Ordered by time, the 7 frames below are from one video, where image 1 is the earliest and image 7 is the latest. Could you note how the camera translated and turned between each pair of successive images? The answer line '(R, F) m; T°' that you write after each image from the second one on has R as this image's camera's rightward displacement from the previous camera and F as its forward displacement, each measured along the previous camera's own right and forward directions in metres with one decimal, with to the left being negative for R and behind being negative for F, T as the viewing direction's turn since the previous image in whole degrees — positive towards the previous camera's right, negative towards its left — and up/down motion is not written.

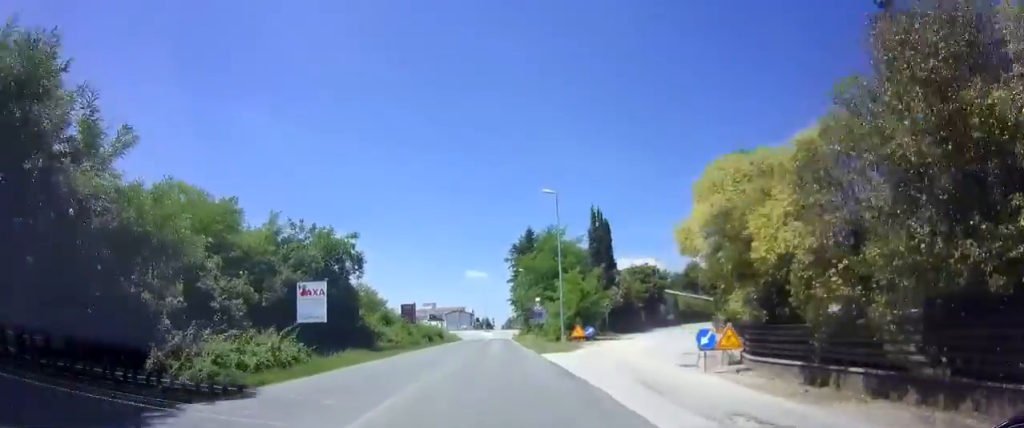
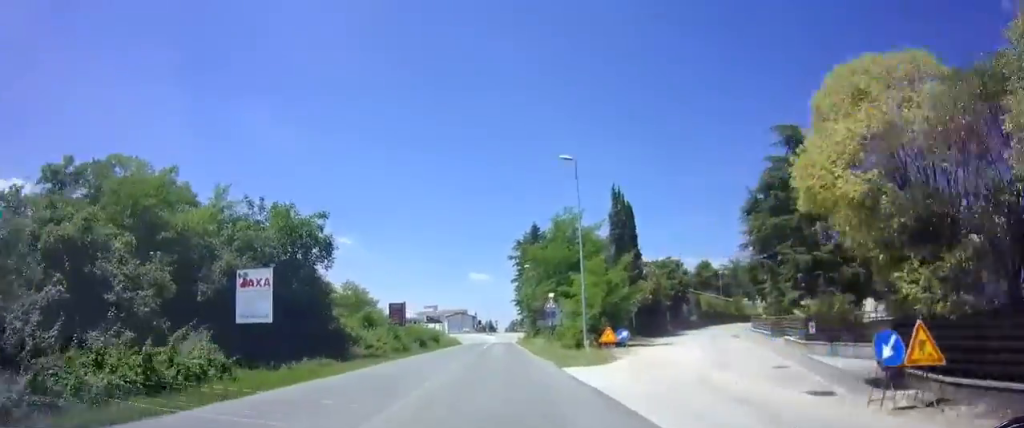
(+0.1, +8.2) m; 0°
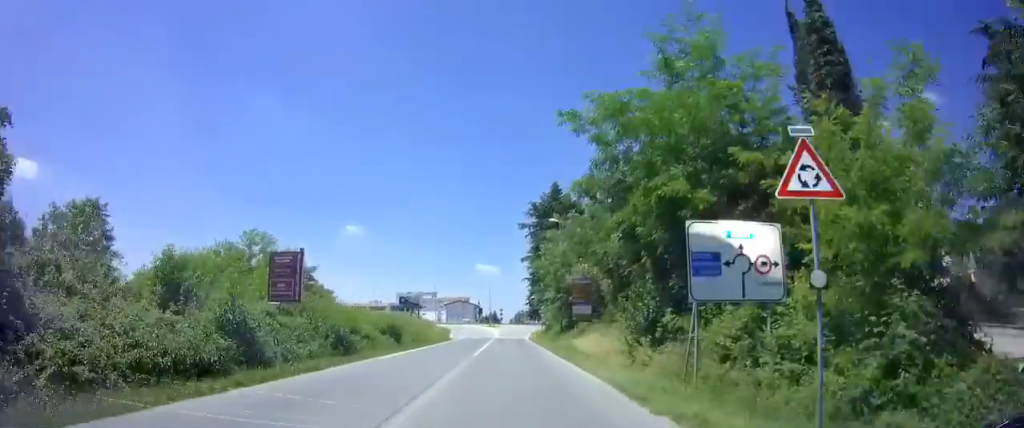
(-0.3, +25.4) m; 0°
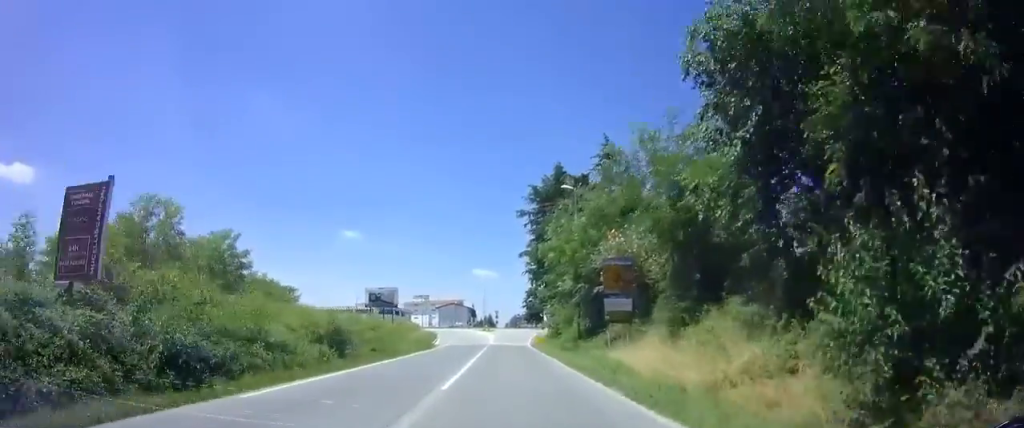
(+0.1, +12.1) m; +1°
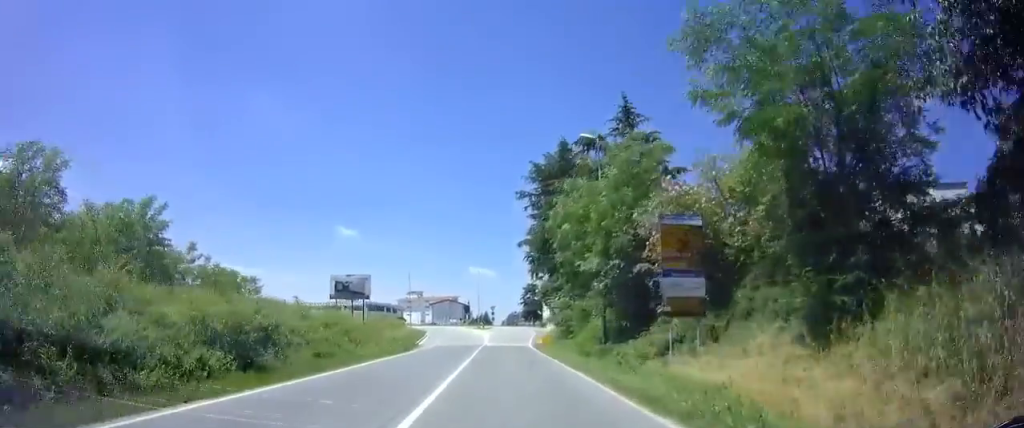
(0.0, +8.6) m; 0°
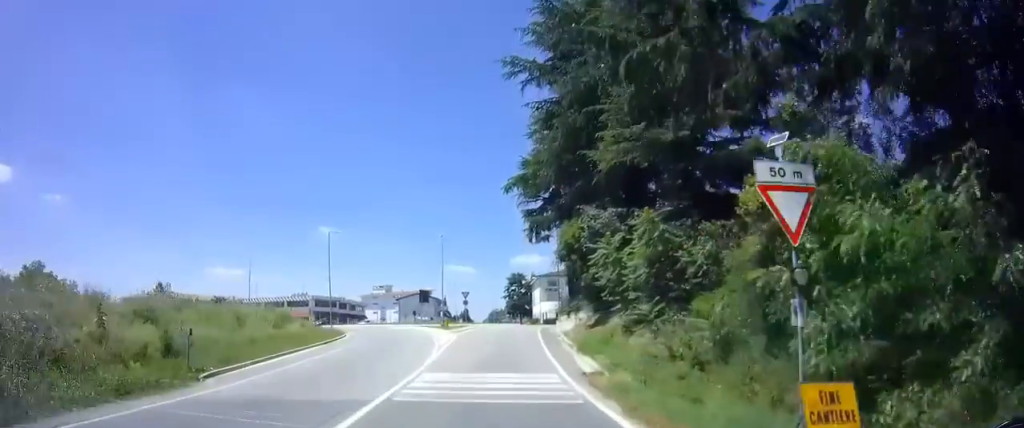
(+0.1, +30.2) m; +1°
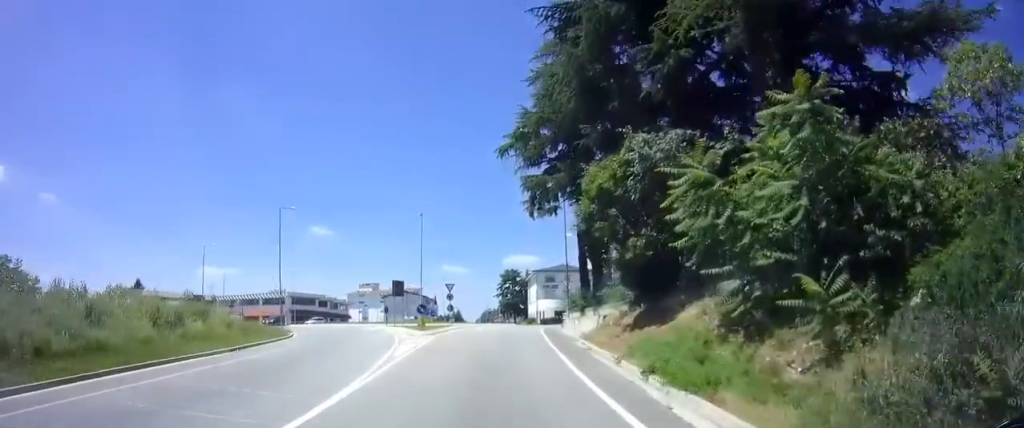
(+0.1, +10.2) m; +1°
